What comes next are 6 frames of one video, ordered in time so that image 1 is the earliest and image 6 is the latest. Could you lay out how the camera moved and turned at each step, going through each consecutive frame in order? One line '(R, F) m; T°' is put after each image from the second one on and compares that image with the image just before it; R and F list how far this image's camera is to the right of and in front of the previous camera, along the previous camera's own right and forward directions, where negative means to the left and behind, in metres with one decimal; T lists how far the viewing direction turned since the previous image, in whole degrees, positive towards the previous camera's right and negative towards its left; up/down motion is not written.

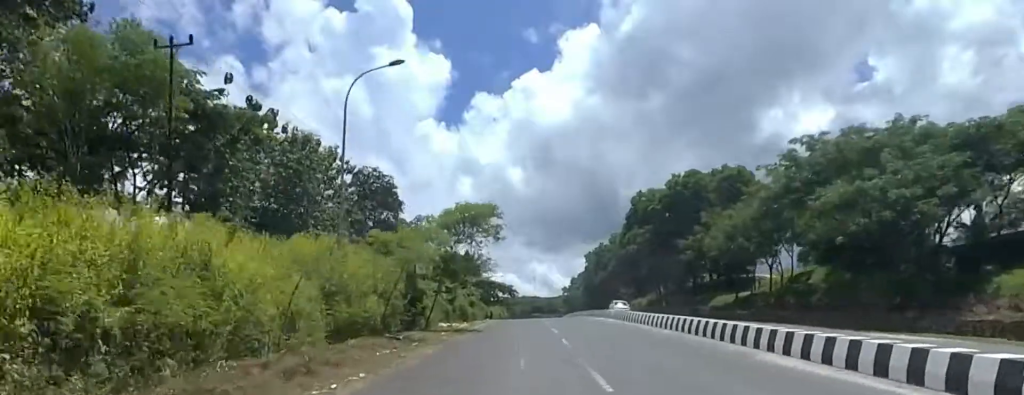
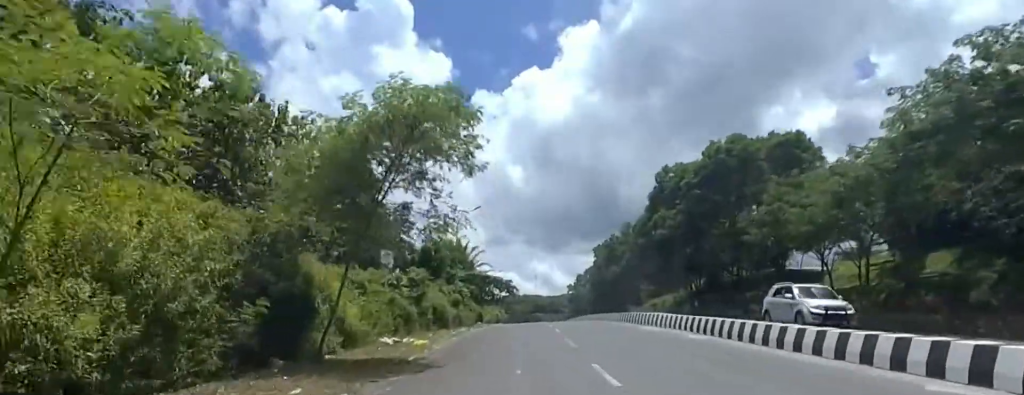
(+1.5, +15.2) m; +6°
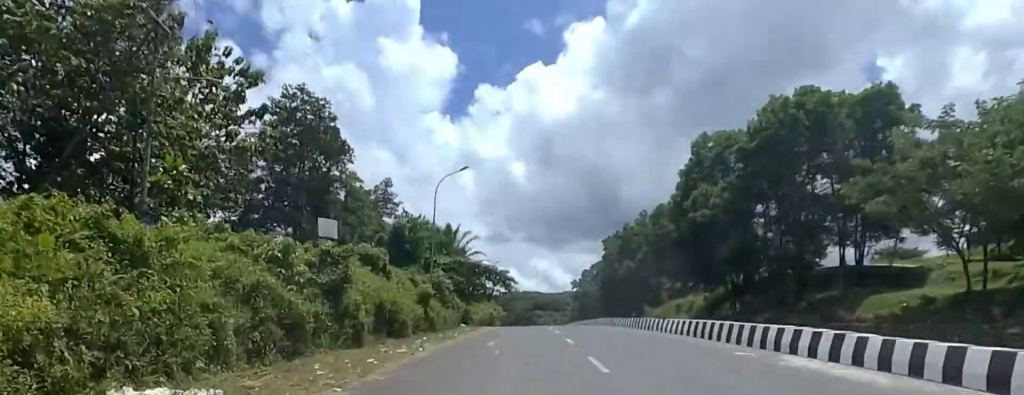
(-0.2, +14.0) m; -3°
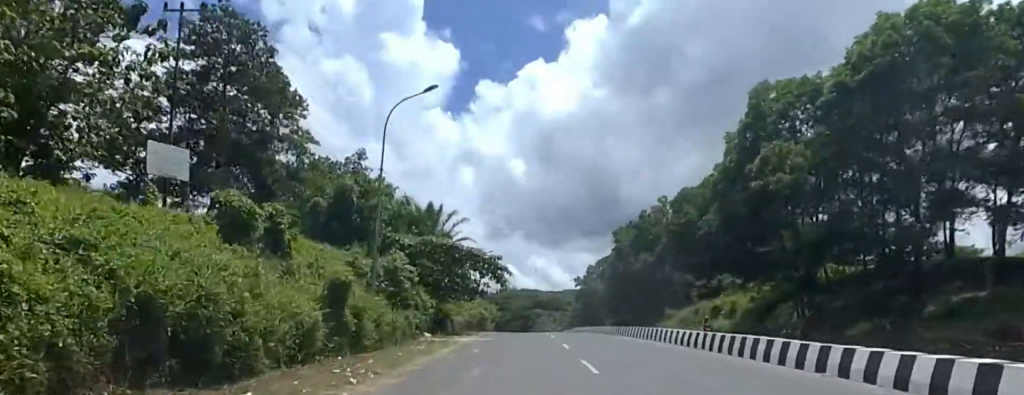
(-0.2, +14.7) m; -1°
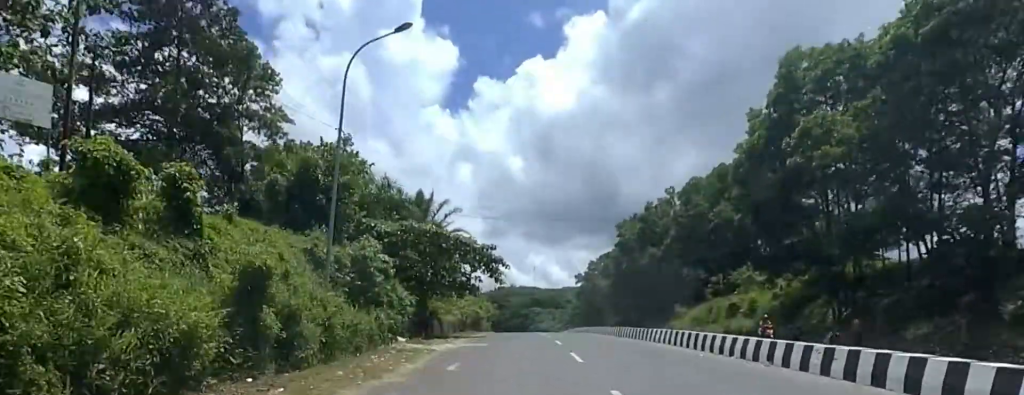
(0.0, +5.4) m; -1°
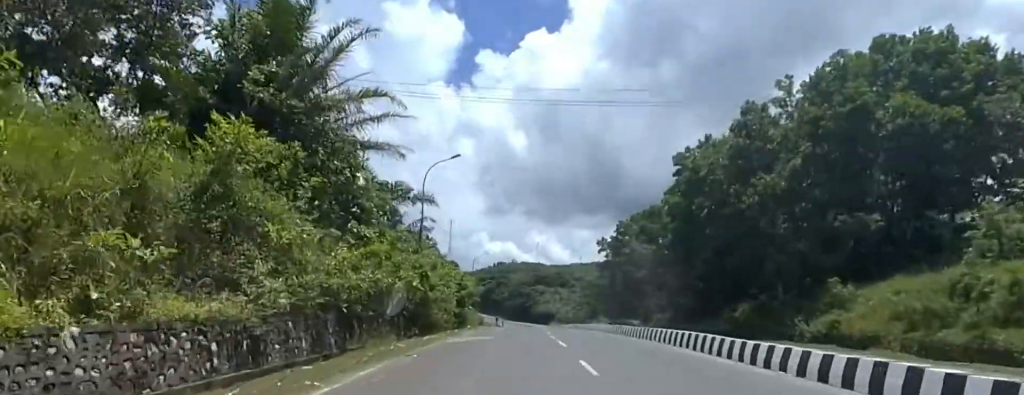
(0.0, +34.3) m; +4°
